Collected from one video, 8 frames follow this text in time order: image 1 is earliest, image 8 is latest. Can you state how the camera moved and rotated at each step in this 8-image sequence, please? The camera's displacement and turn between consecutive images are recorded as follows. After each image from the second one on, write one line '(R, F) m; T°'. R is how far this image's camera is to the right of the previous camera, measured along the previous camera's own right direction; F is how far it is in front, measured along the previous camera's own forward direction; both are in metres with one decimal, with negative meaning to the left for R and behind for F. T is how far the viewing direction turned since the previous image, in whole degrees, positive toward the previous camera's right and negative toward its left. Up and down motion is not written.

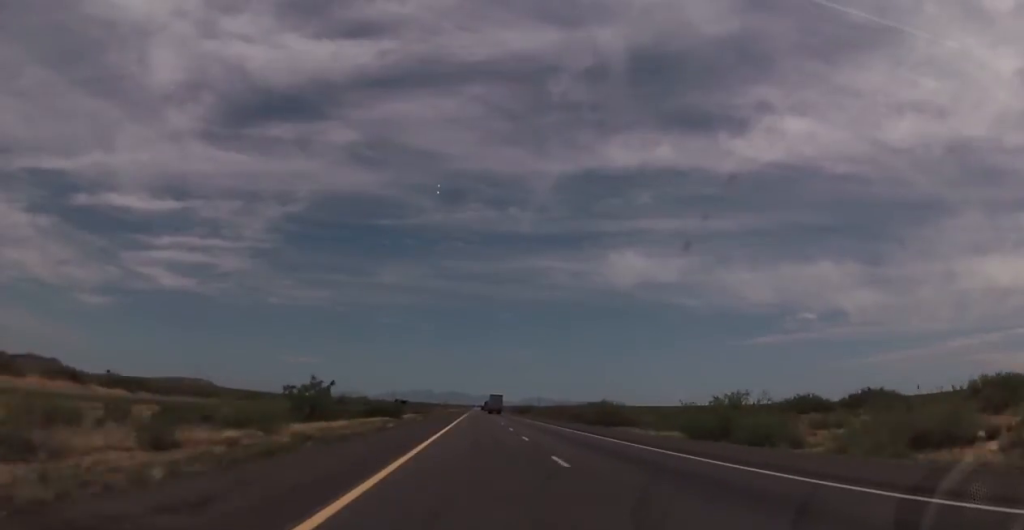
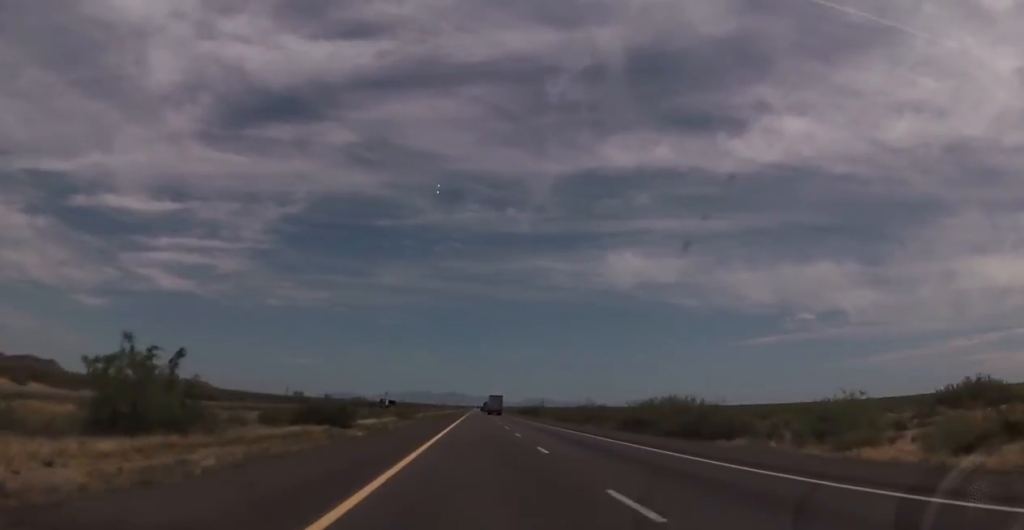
(+0.5, +31.7) m; 0°
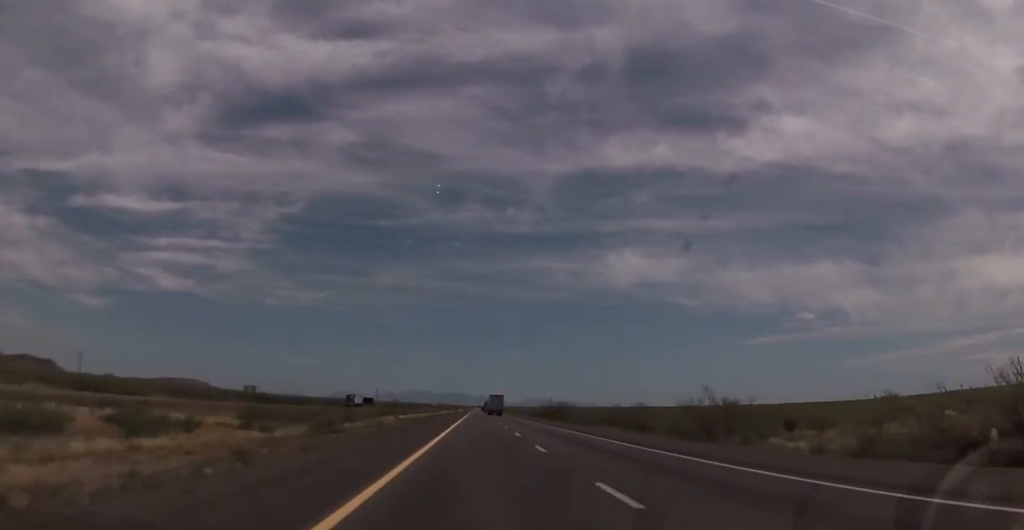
(-0.4, +47.5) m; 0°
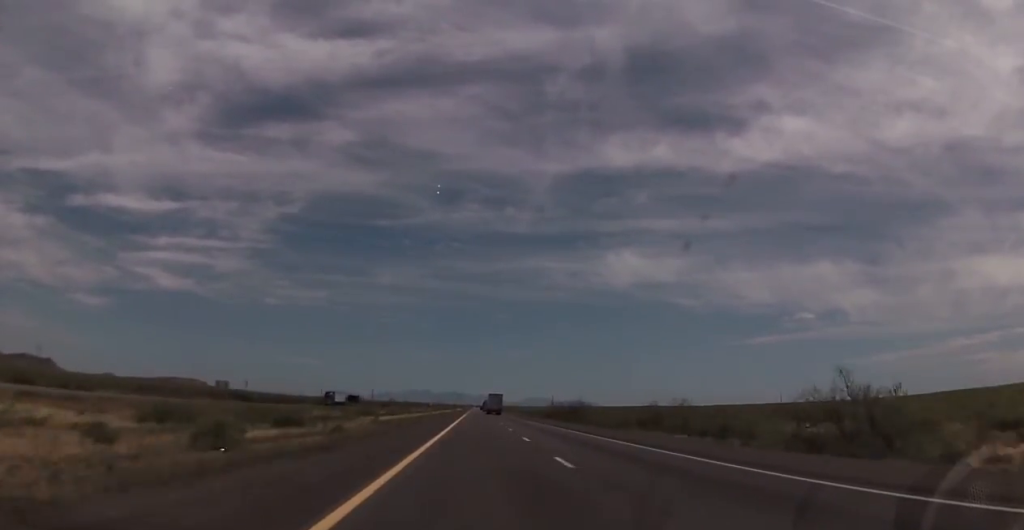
(+0.3, +18.3) m; 0°
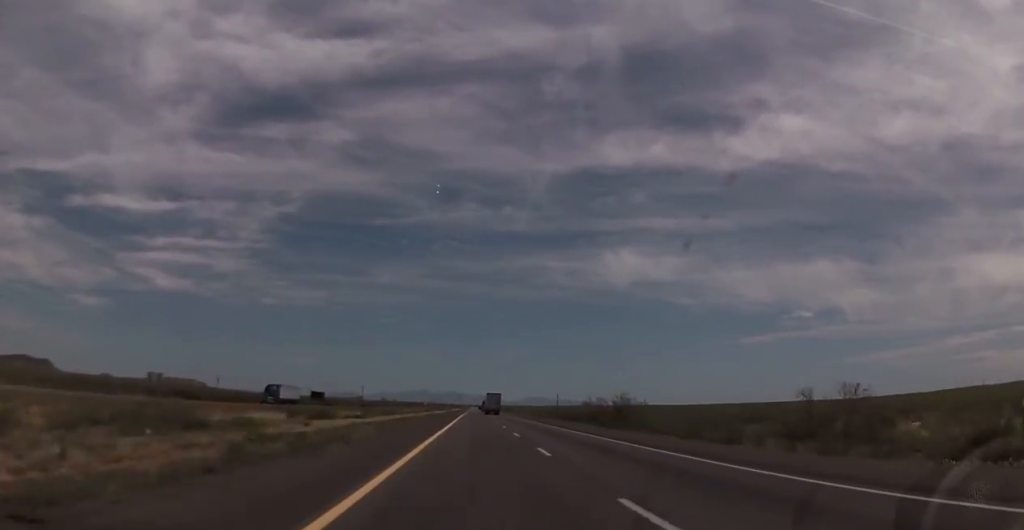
(-0.2, +33.0) m; 0°
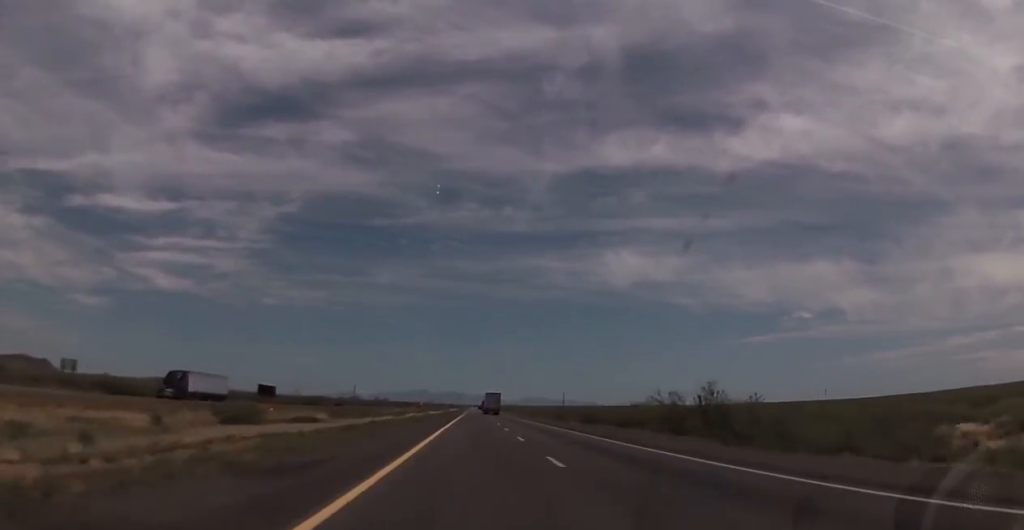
(0.0, +28.0) m; 0°
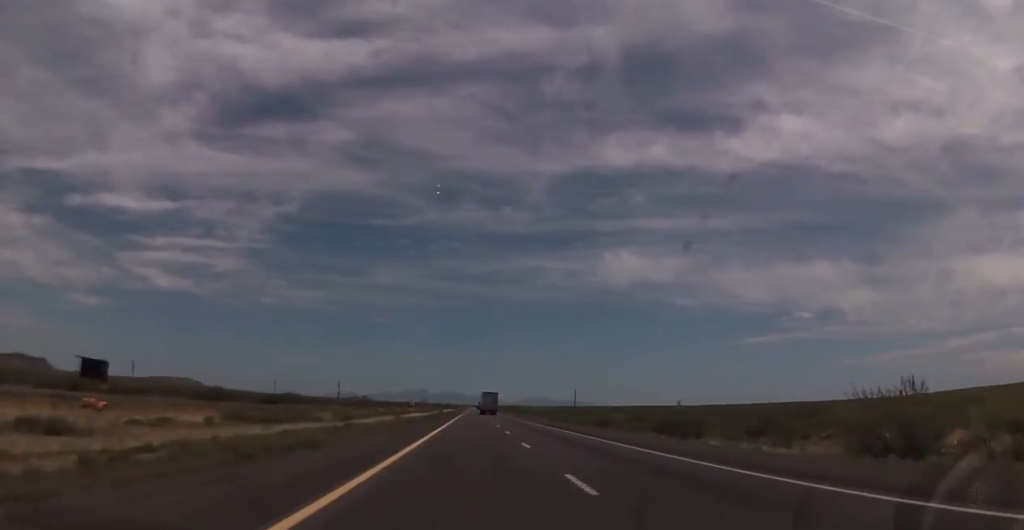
(+0.4, +41.3) m; 0°
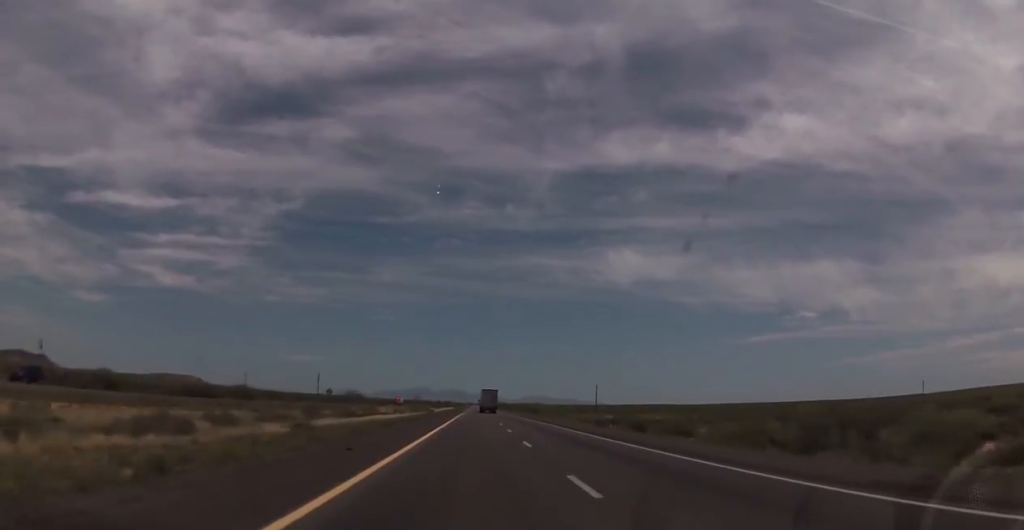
(-0.6, +49.7) m; -1°
